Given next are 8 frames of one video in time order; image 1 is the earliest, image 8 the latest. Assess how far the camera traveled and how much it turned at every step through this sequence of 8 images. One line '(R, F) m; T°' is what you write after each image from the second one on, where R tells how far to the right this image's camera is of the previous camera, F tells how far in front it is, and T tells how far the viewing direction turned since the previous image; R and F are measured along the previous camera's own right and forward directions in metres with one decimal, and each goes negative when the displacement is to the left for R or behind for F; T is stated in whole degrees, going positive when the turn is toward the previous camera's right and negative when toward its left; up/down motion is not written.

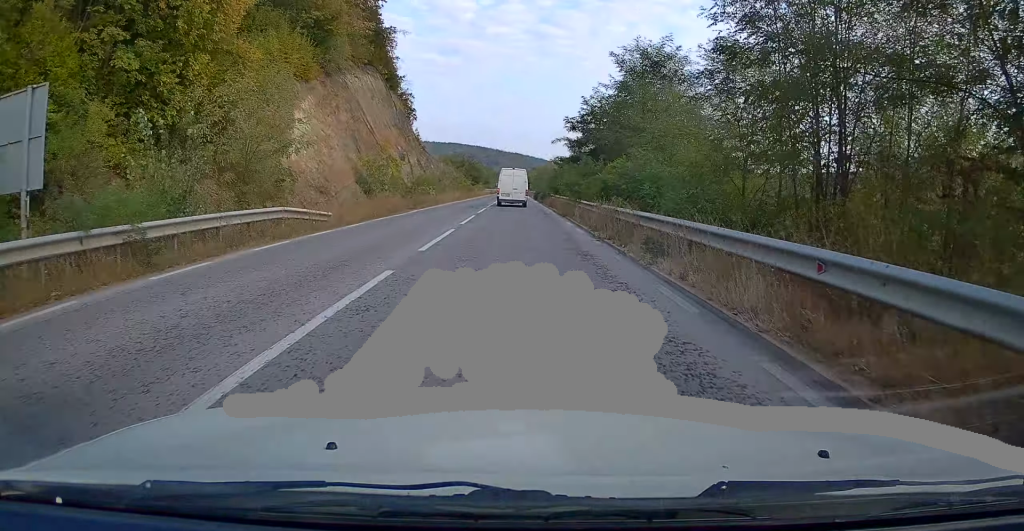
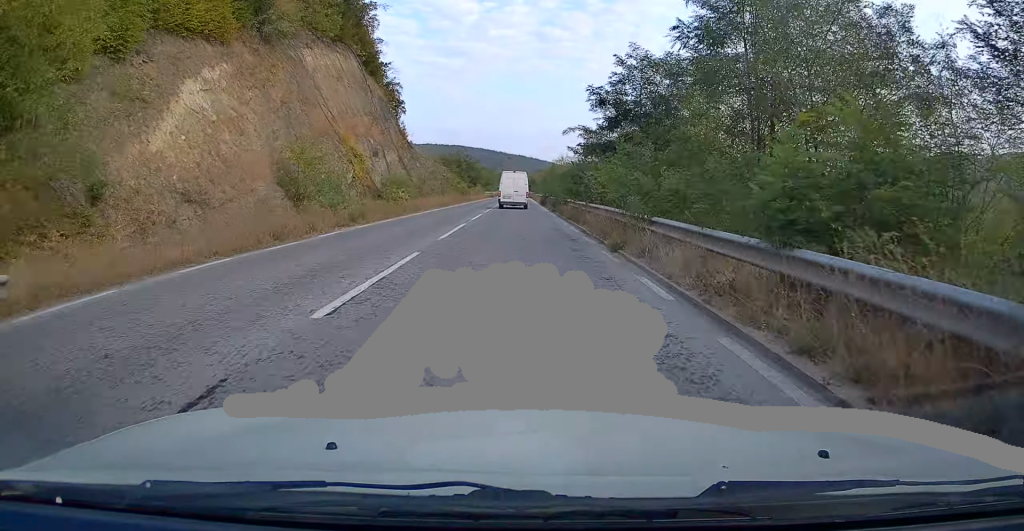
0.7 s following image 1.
(0.0, +15.3) m; 0°
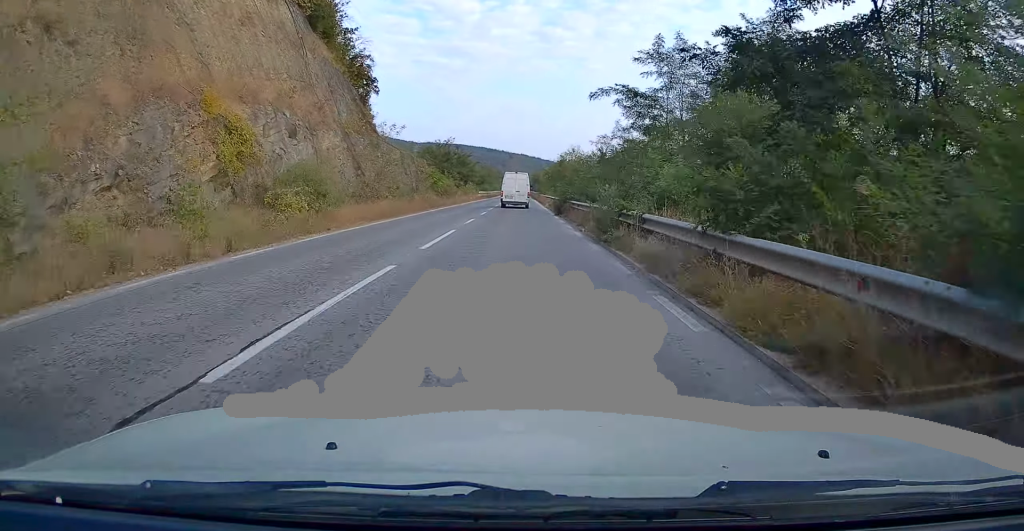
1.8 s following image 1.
(+0.1, +22.0) m; 0°
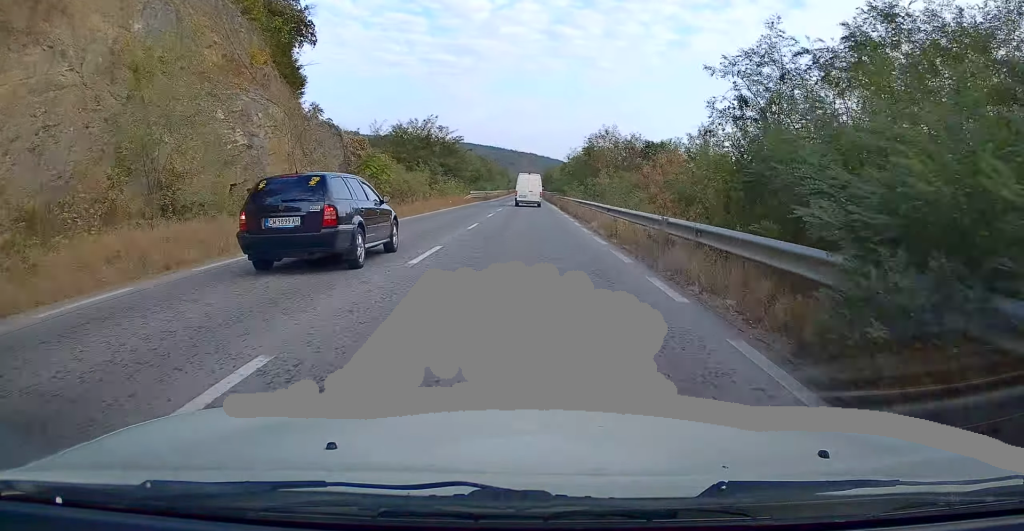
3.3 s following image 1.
(-0.3, +30.7) m; 0°
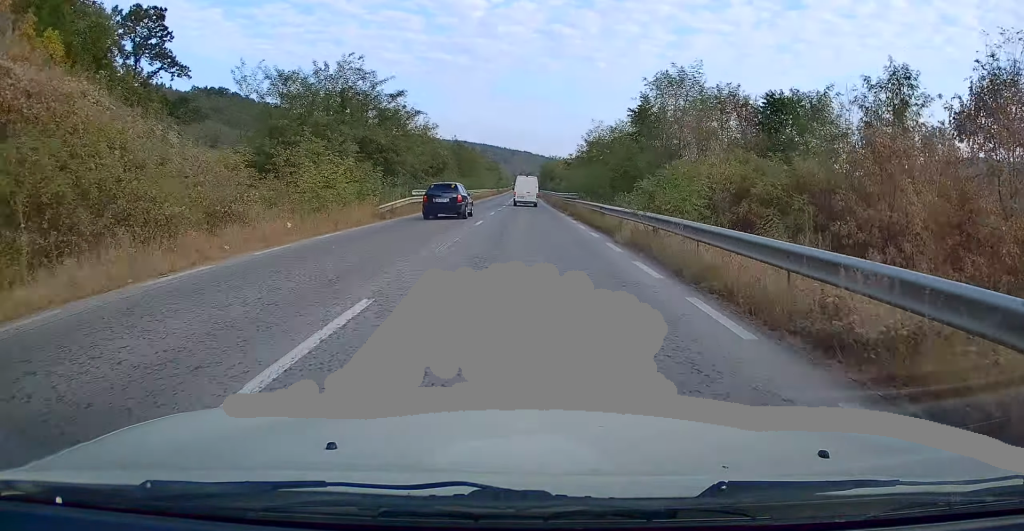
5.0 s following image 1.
(+0.1, +33.8) m; 0°
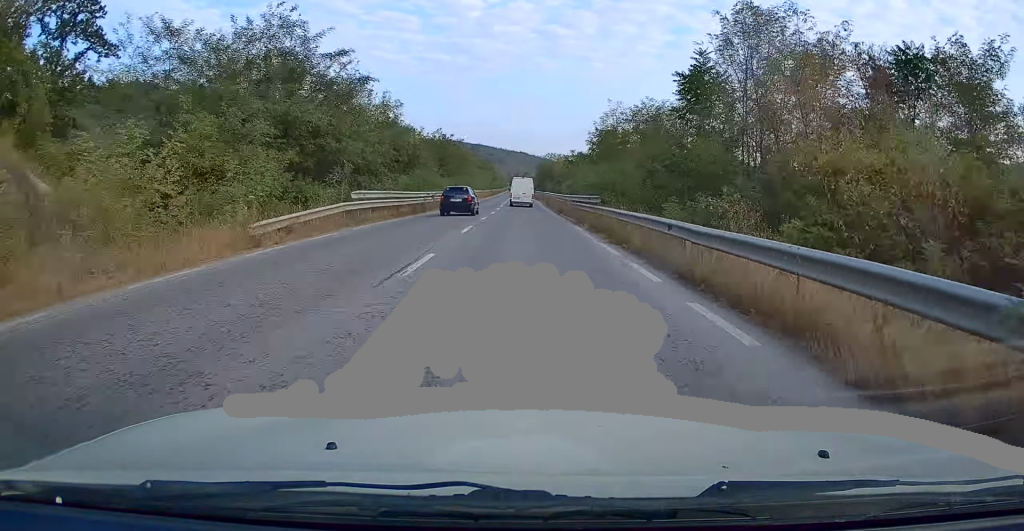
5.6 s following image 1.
(0.0, +12.2) m; 0°
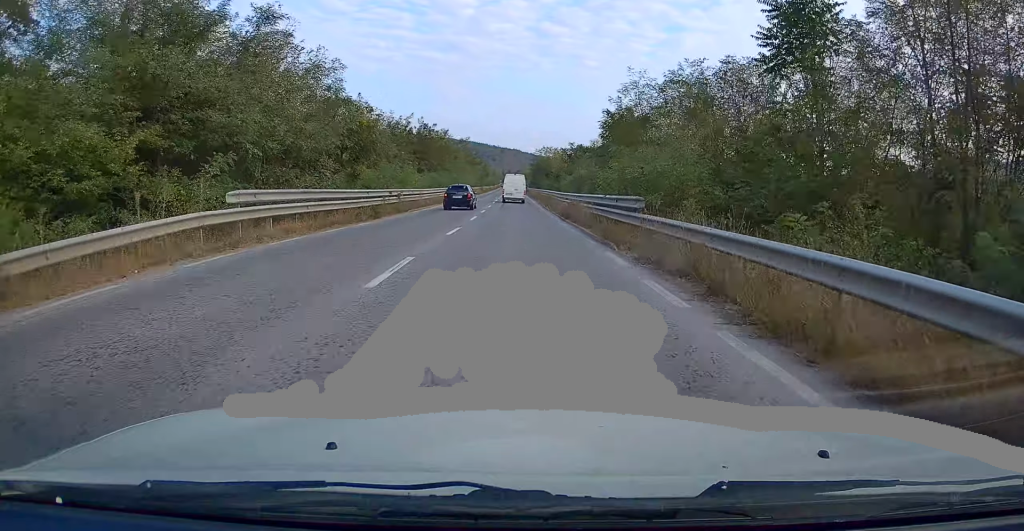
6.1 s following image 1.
(0.0, +10.2) m; 0°
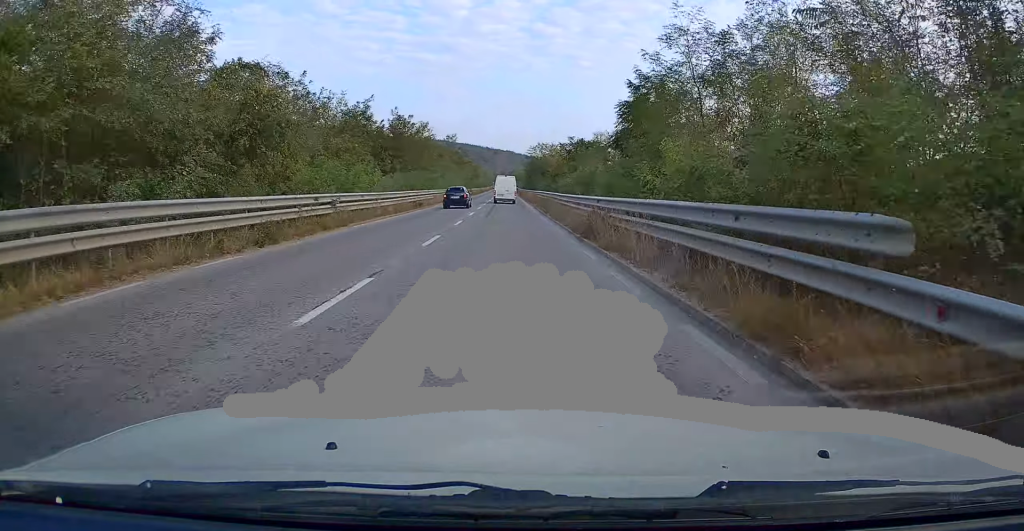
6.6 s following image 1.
(0.0, +10.9) m; 0°
